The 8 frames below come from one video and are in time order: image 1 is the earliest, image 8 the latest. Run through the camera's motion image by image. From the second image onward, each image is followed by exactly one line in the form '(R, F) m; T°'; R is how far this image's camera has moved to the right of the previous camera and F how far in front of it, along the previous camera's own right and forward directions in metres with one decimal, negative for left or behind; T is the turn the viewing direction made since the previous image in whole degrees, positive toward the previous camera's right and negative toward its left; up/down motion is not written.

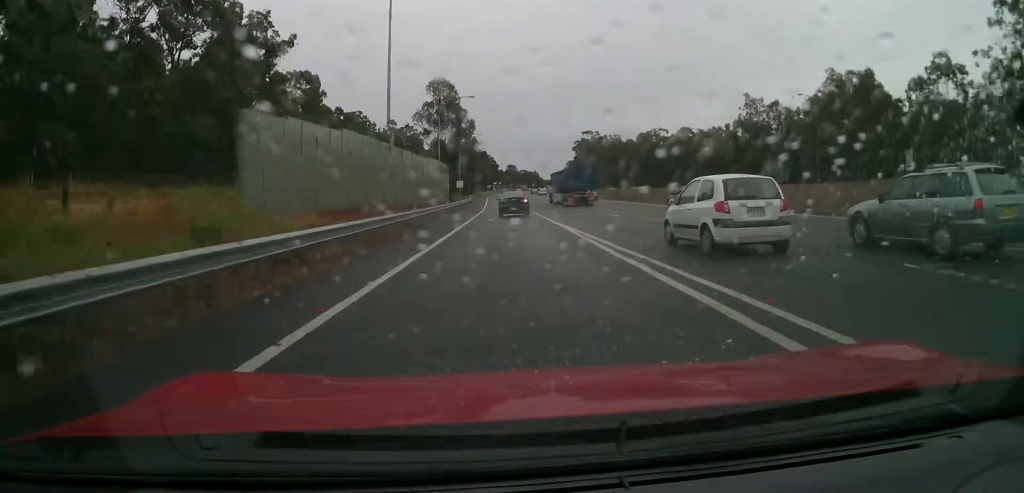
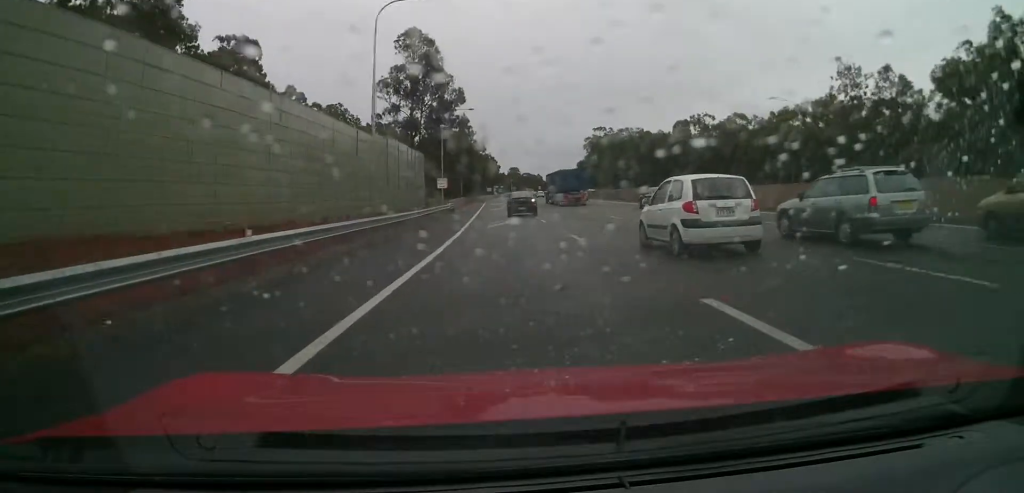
(0.0, +36.0) m; 0°
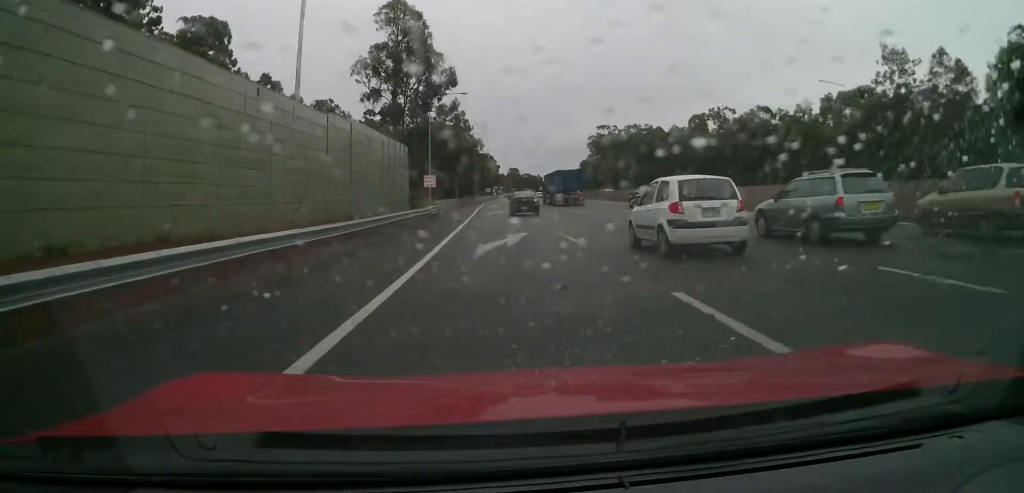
(0.0, +12.4) m; 0°
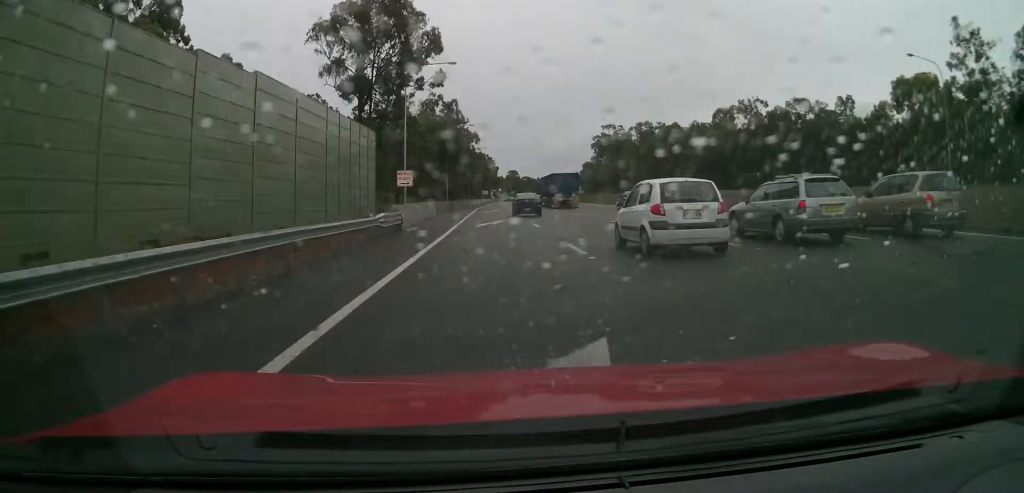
(0.0, +15.8) m; 0°
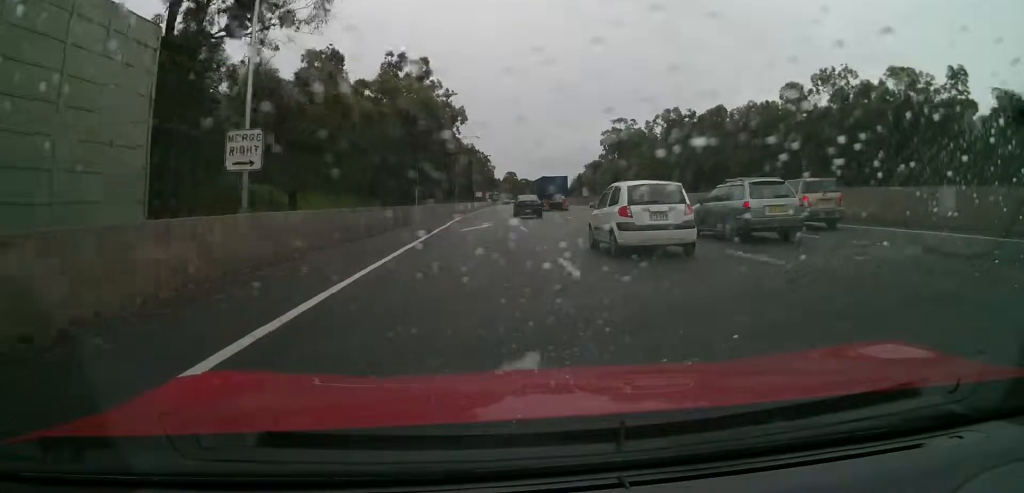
(0.0, +30.0) m; 0°
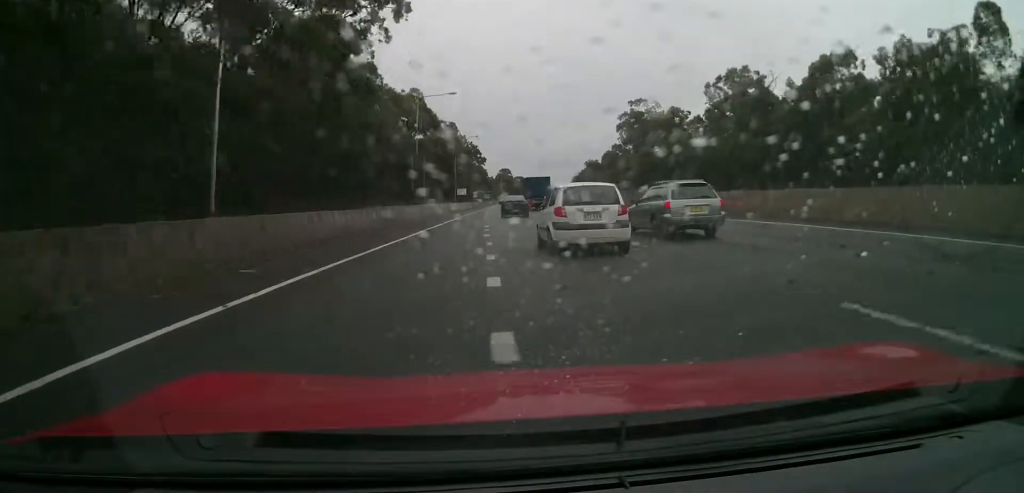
(0.0, +42.6) m; 0°
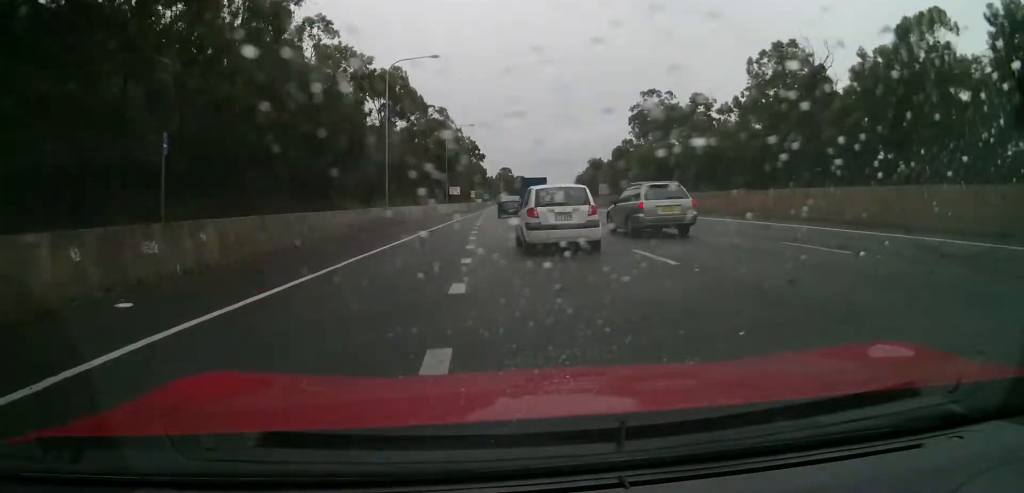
(0.0, +16.6) m; 0°
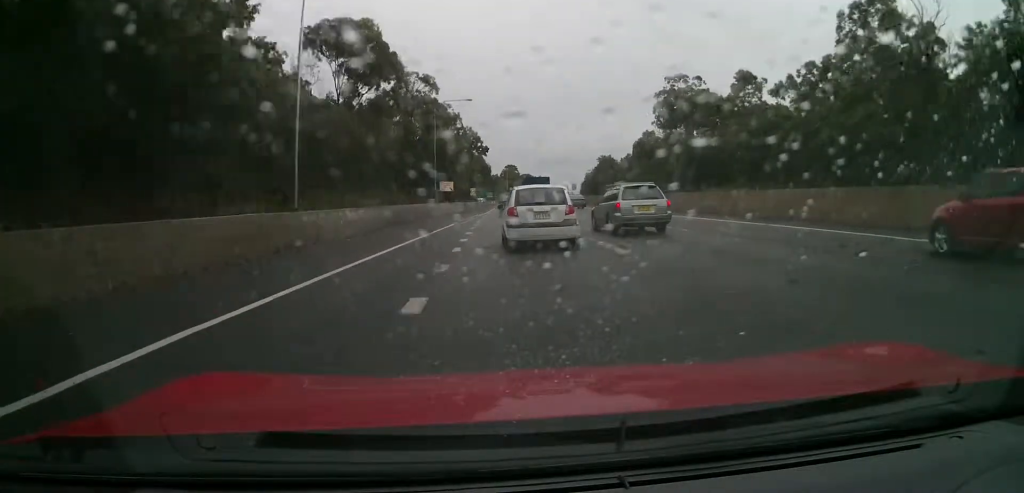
(0.0, +21.4) m; 0°
